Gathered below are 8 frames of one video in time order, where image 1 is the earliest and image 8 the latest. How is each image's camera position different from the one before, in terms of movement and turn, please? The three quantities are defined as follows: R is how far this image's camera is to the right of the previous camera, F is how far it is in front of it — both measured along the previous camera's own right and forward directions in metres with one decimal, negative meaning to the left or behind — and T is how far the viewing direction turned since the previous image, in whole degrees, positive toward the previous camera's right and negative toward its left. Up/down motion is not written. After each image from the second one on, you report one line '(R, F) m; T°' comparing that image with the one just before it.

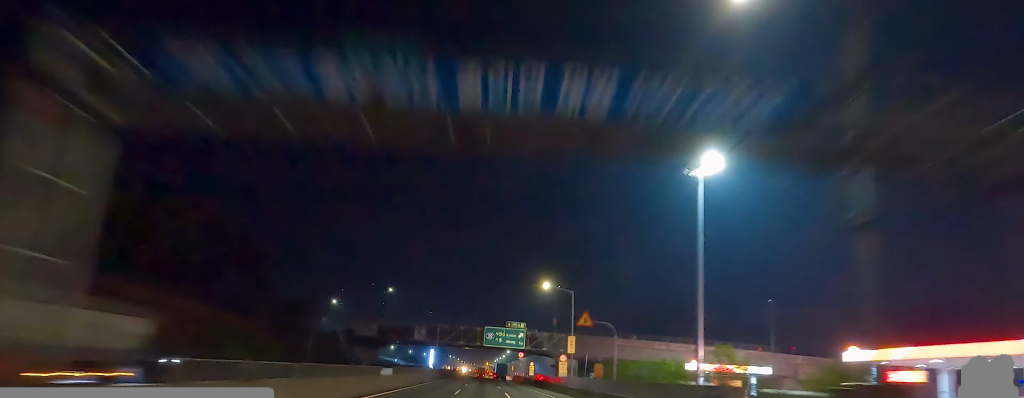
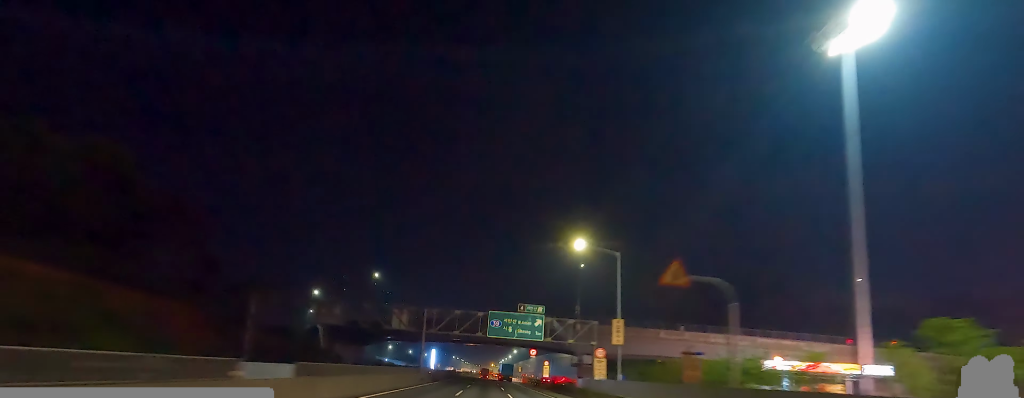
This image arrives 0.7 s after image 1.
(-0.3, +20.9) m; -1°
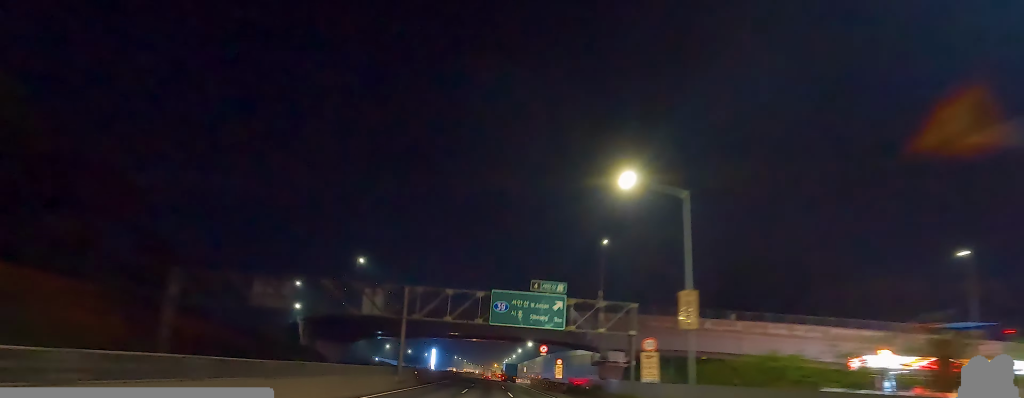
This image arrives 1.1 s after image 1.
(0.0, +14.5) m; 0°
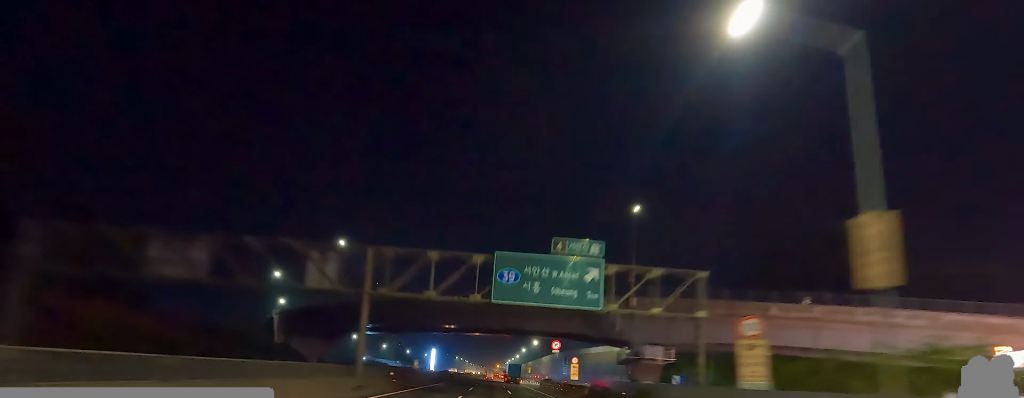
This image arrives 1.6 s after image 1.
(0.0, +13.3) m; +1°
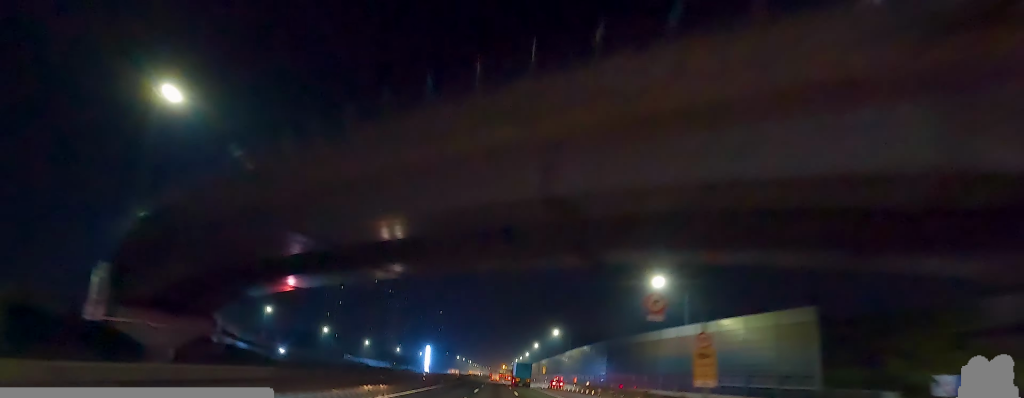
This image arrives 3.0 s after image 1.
(+1.5, +42.1) m; +2°
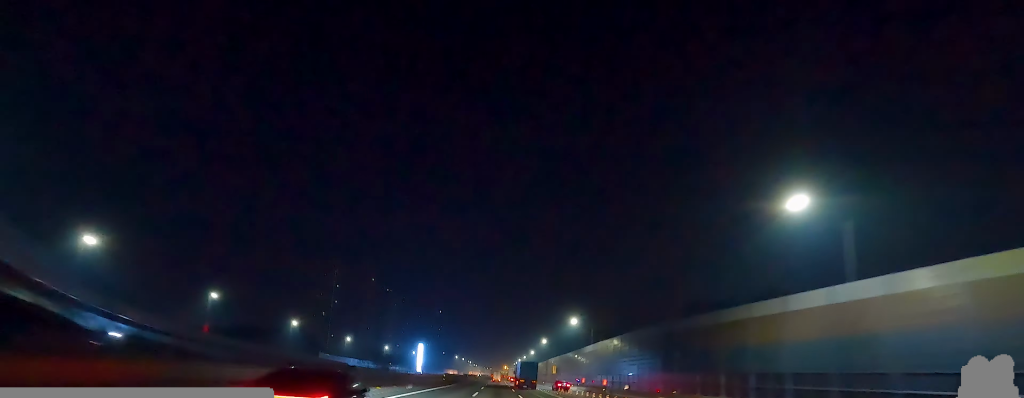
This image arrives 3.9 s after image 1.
(-0.5, +26.6) m; -2°
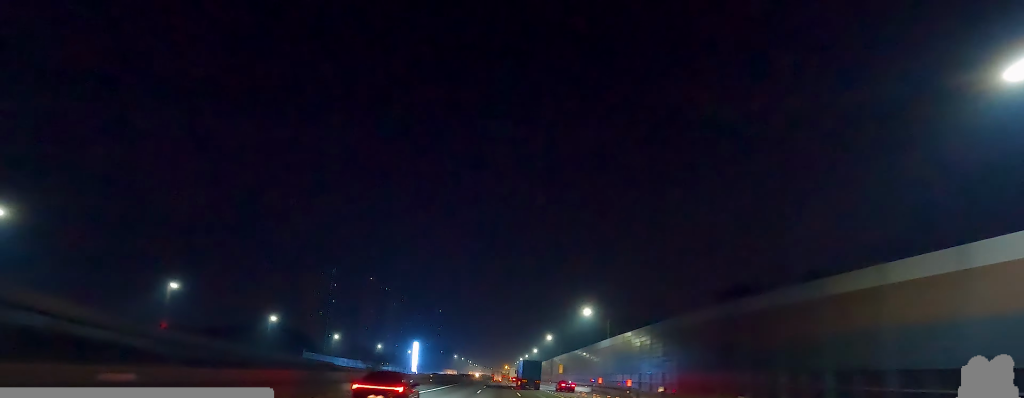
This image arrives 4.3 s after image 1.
(-0.3, +13.7) m; -1°
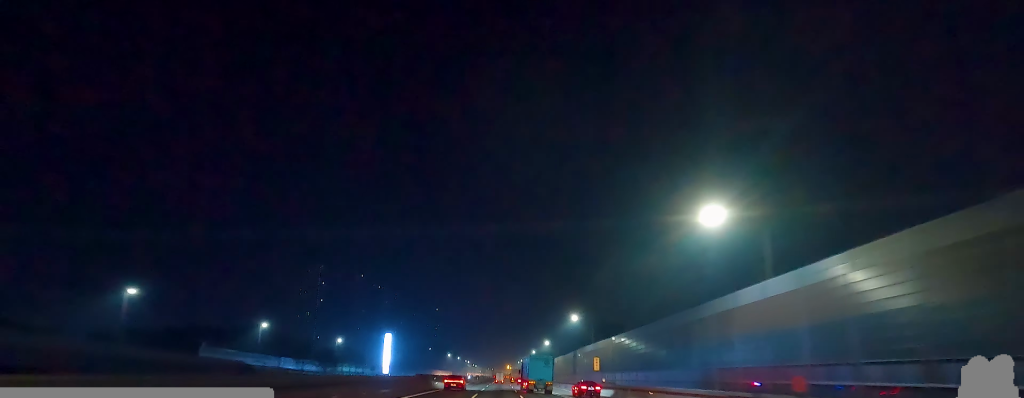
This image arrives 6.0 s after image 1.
(0.0, +49.4) m; 0°
